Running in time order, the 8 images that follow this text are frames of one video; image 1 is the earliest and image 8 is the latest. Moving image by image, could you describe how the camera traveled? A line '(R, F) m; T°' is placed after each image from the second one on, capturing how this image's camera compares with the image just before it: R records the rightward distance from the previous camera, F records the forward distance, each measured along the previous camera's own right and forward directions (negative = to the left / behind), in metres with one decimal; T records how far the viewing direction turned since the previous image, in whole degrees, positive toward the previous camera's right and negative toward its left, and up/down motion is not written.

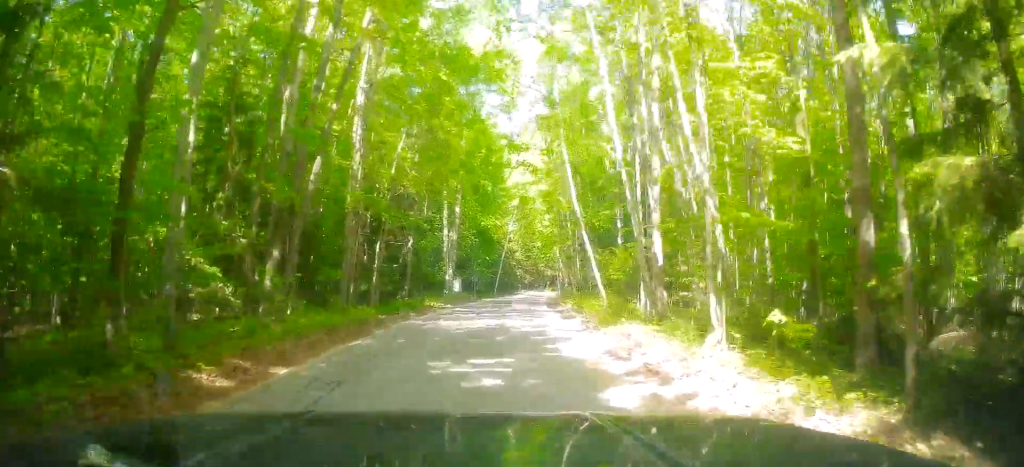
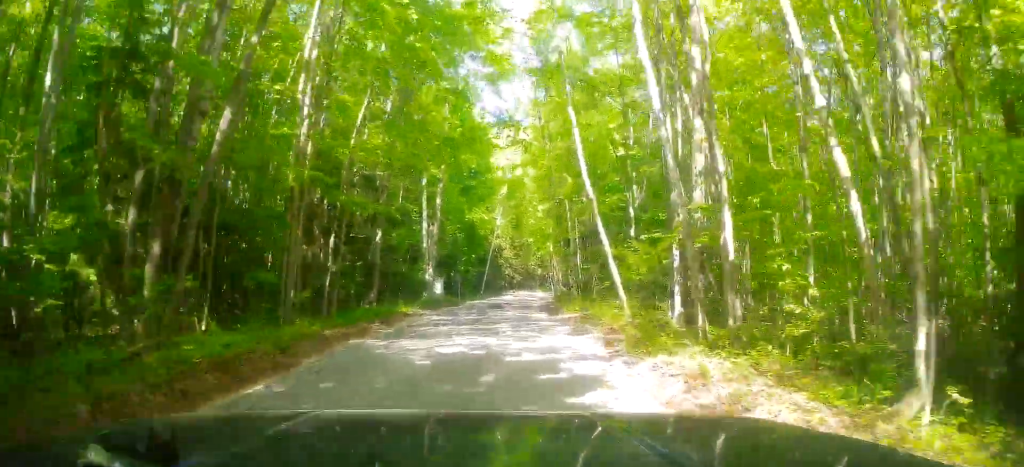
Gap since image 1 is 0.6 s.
(0.0, +5.6) m; 0°
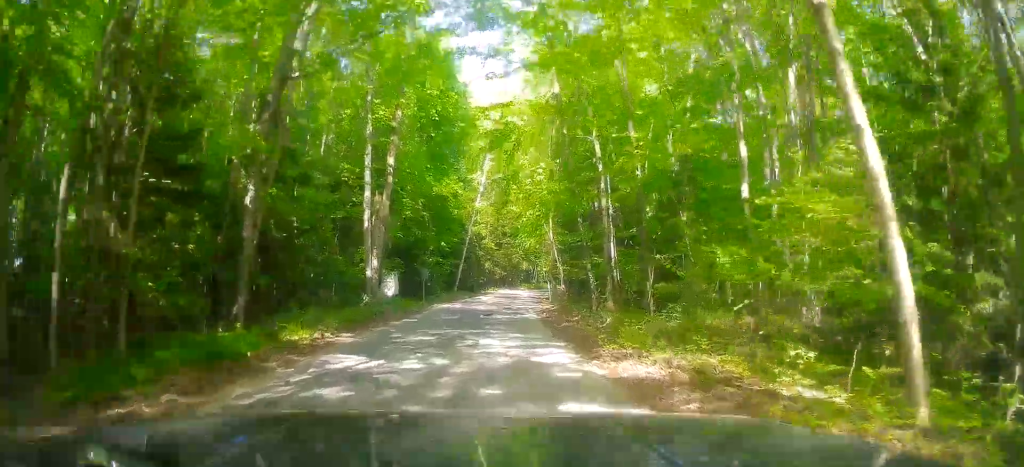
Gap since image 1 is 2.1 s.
(-0.3, +13.4) m; -3°
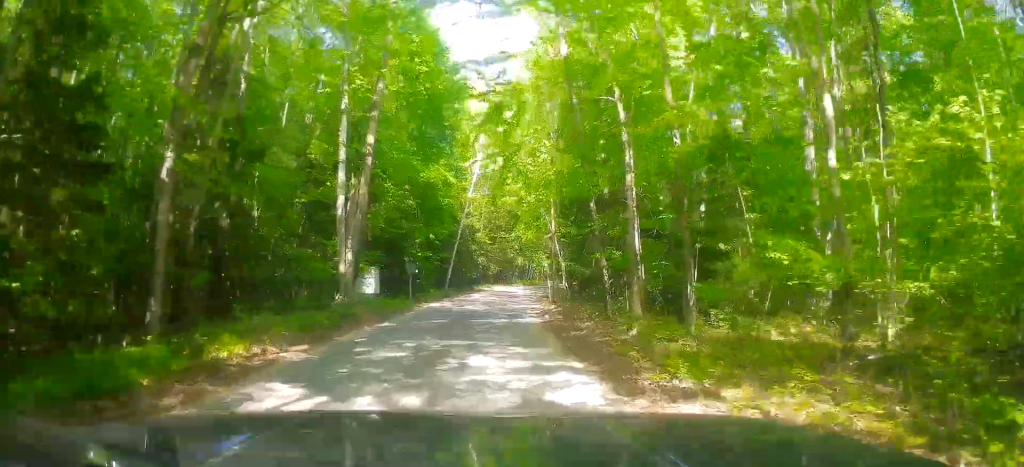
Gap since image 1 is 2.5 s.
(0.0, +3.8) m; -1°
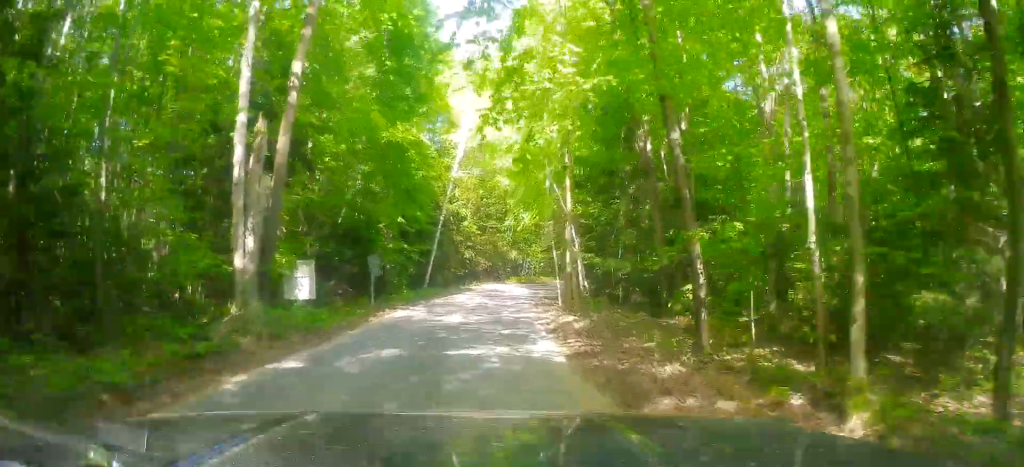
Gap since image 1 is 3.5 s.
(-0.2, +8.7) m; +1°
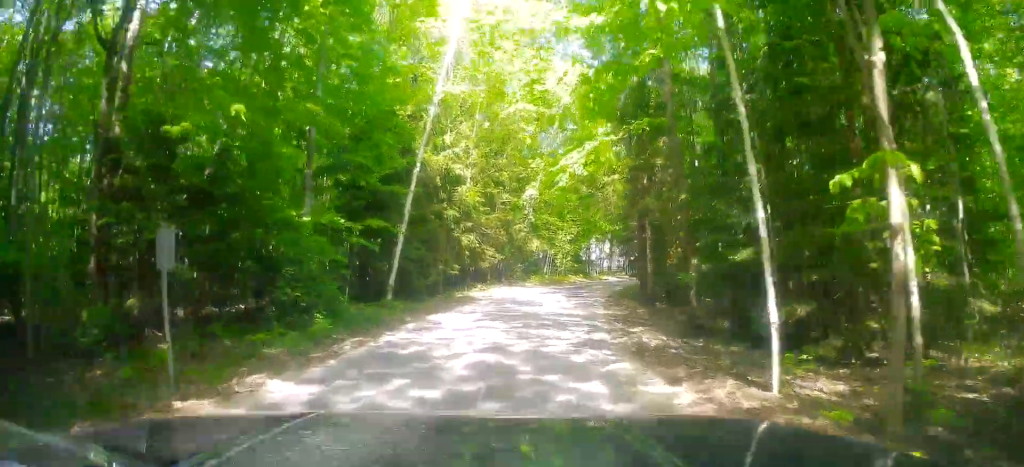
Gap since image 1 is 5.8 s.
(+1.4, +17.1) m; +11°
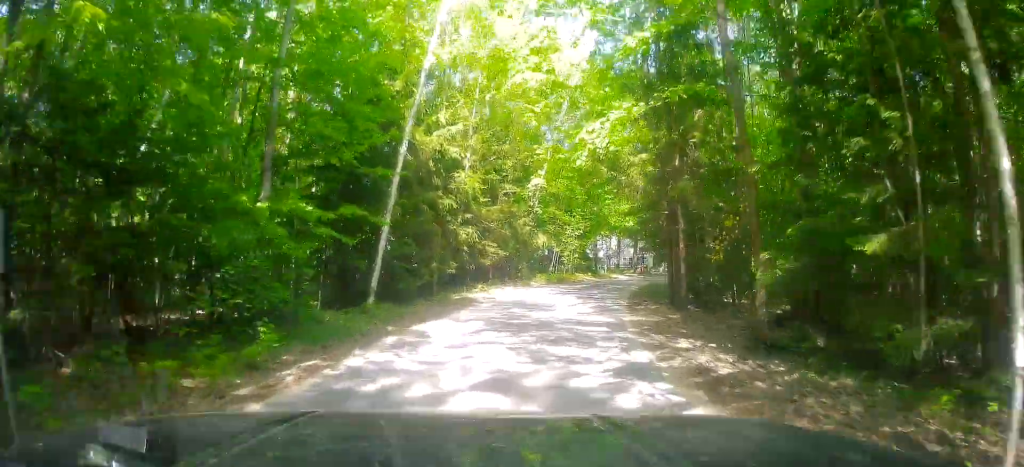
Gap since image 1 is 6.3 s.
(-0.1, +3.2) m; +3°
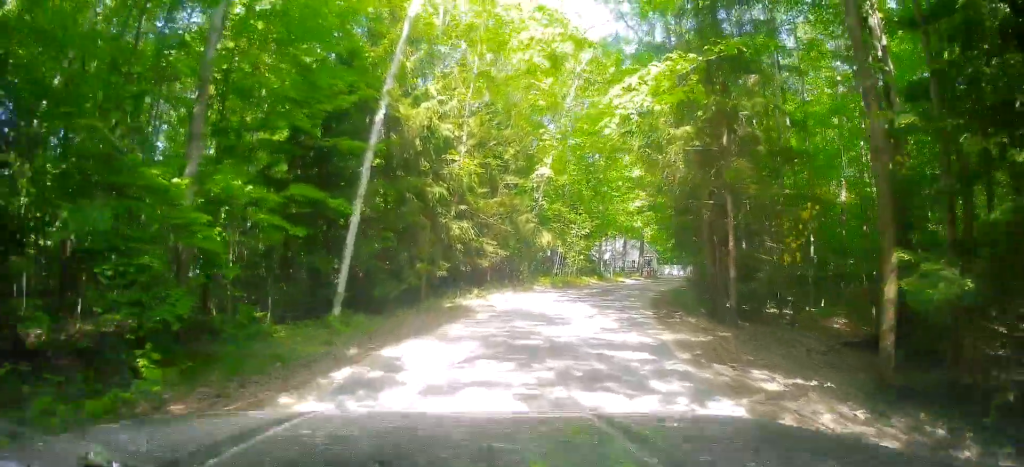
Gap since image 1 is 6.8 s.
(+0.3, +3.9) m; +4°
